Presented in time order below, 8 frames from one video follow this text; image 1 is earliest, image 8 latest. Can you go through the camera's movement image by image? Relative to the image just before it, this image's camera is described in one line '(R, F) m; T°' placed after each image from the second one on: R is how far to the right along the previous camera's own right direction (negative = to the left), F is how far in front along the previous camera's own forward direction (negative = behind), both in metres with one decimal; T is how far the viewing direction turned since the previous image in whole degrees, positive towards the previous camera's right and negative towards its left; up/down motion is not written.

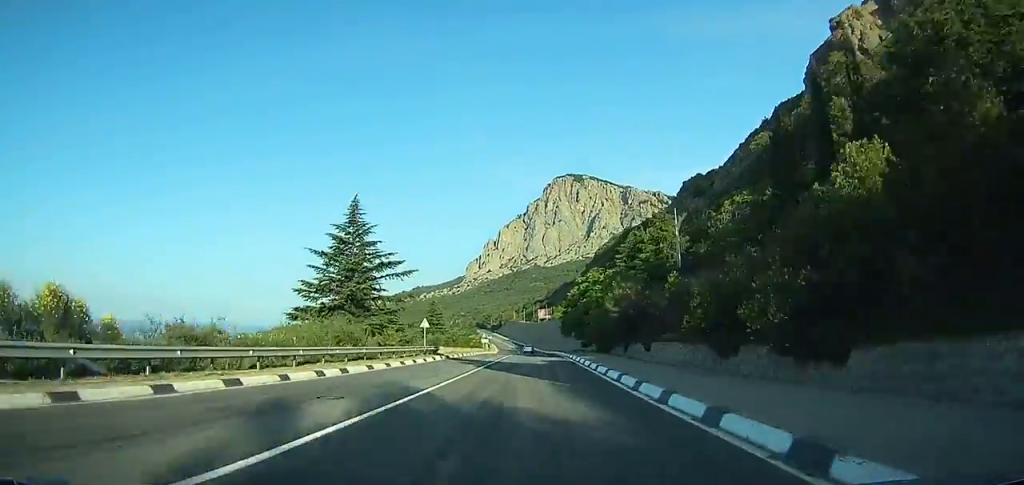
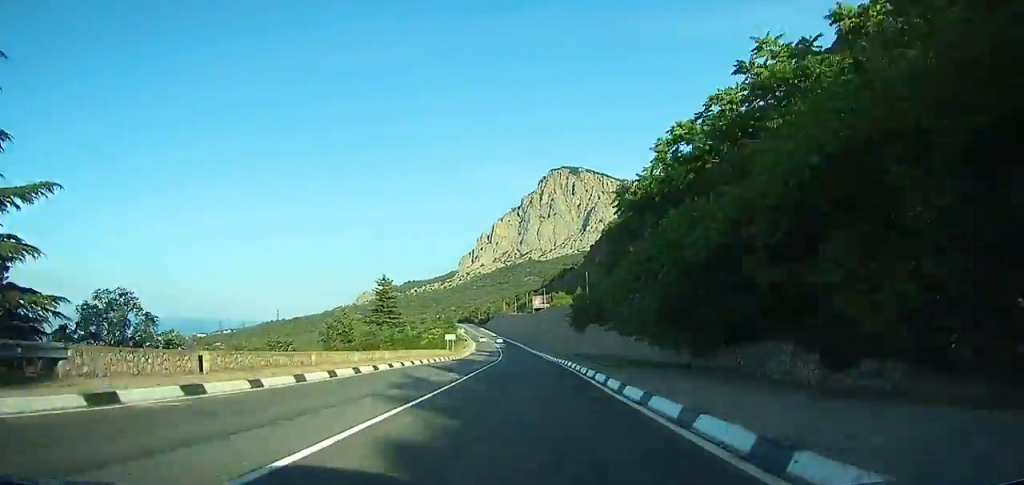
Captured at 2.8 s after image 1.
(+0.3, +45.7) m; +1°
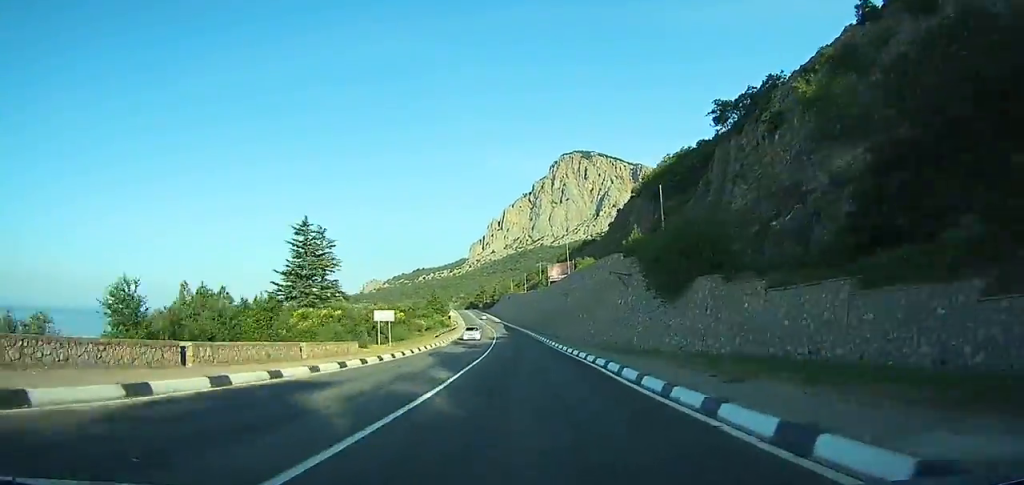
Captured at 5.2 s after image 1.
(+0.2, +42.9) m; 0°
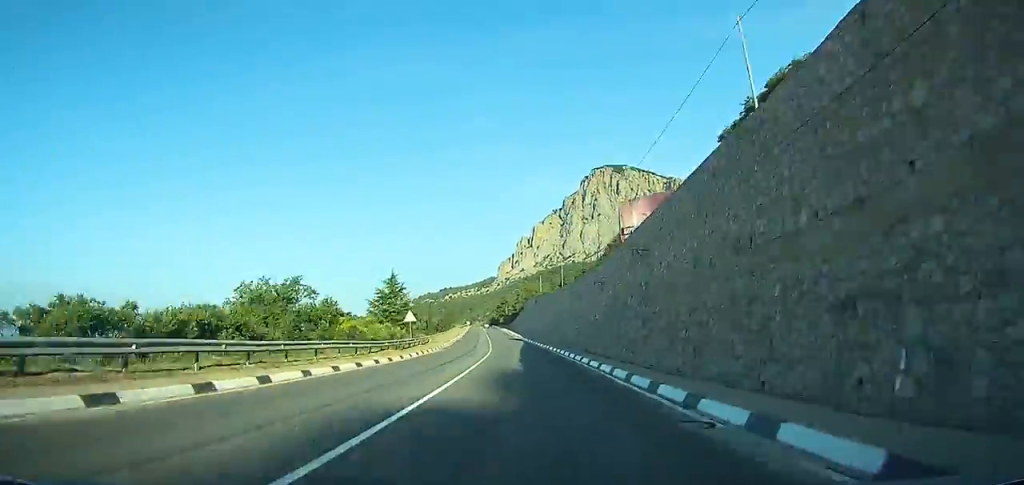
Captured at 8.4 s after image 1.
(-0.5, +60.3) m; -2°
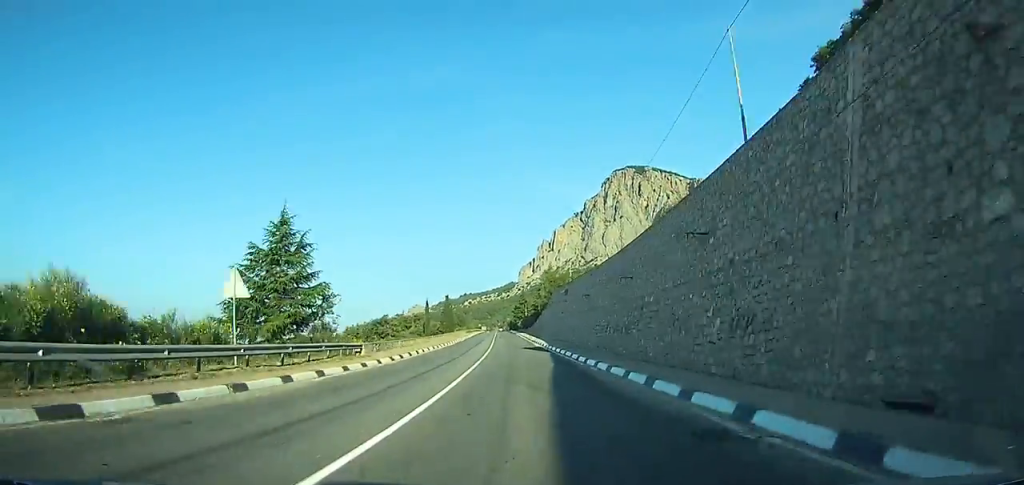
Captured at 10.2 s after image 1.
(-0.3, +34.9) m; -1°
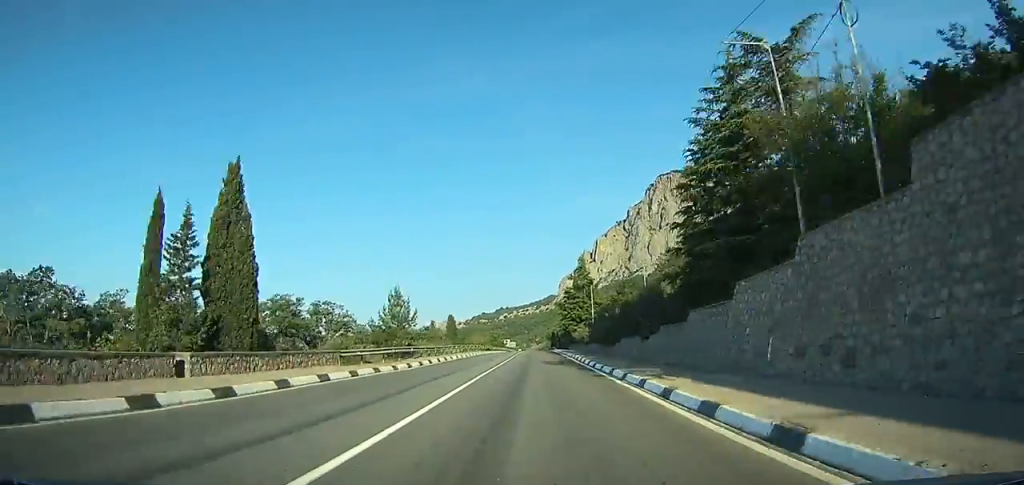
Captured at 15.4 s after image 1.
(-2.8, +103.3) m; -2°
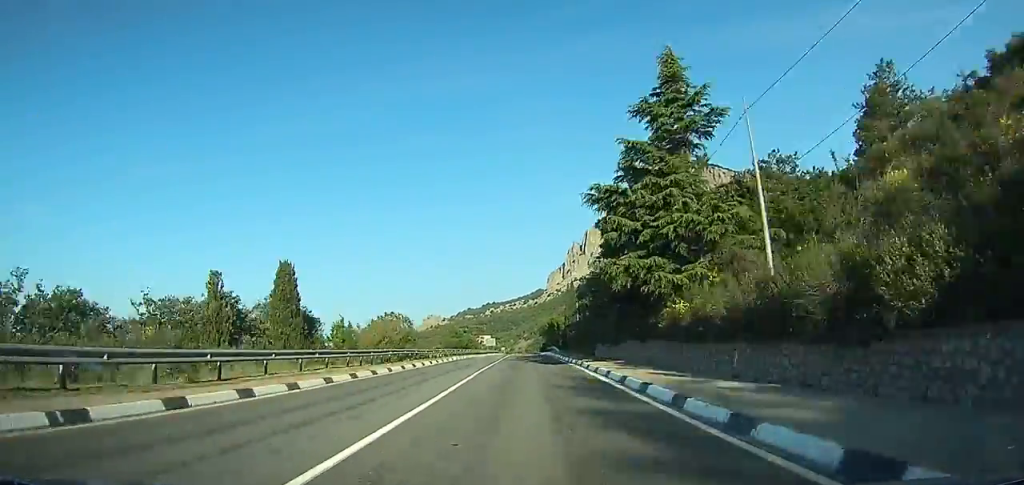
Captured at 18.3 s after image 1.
(-0.1, +61.8) m; 0°
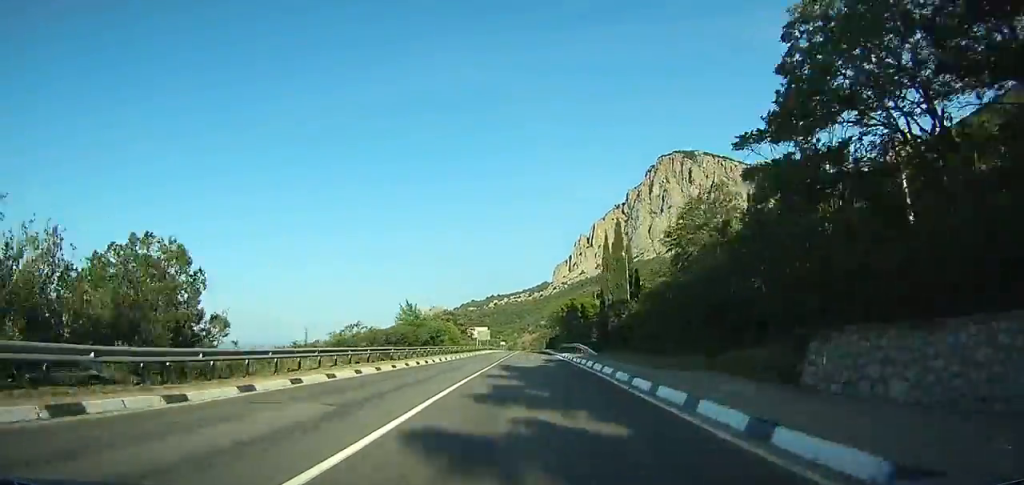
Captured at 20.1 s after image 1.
(-0.2, +38.4) m; 0°
